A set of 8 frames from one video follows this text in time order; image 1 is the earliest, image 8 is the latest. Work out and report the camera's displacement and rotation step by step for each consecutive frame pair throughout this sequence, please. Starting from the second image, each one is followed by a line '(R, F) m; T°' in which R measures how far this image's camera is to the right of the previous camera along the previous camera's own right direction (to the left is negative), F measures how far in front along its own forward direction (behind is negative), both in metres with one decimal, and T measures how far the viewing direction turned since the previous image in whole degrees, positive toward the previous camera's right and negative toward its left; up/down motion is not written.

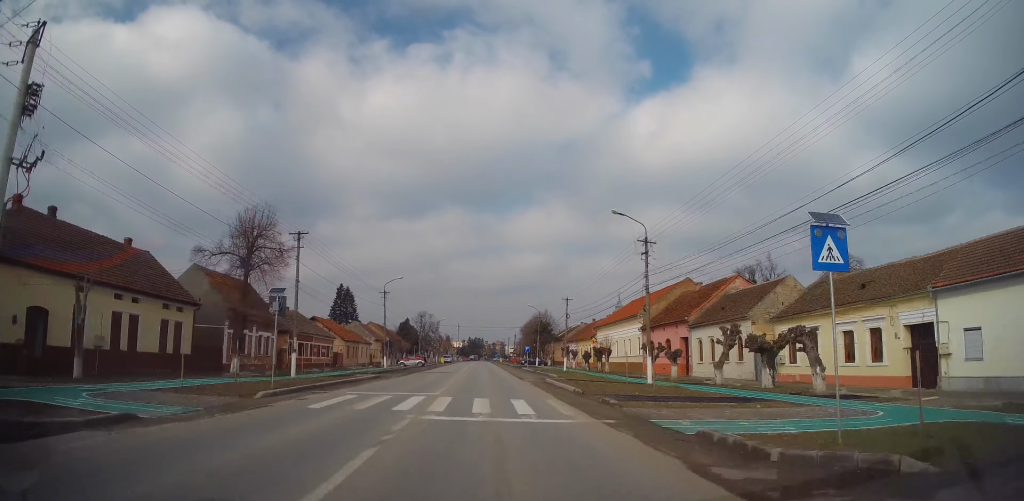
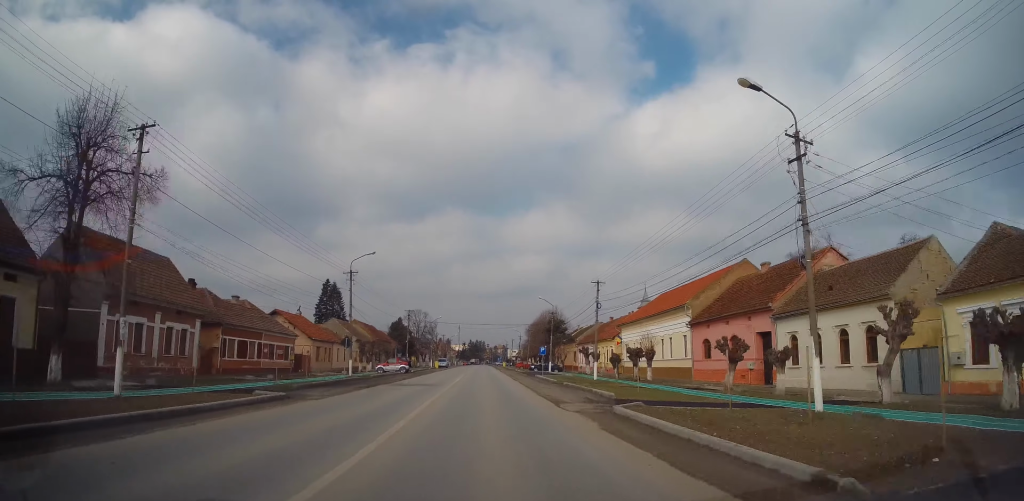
(-0.5, +15.5) m; -2°
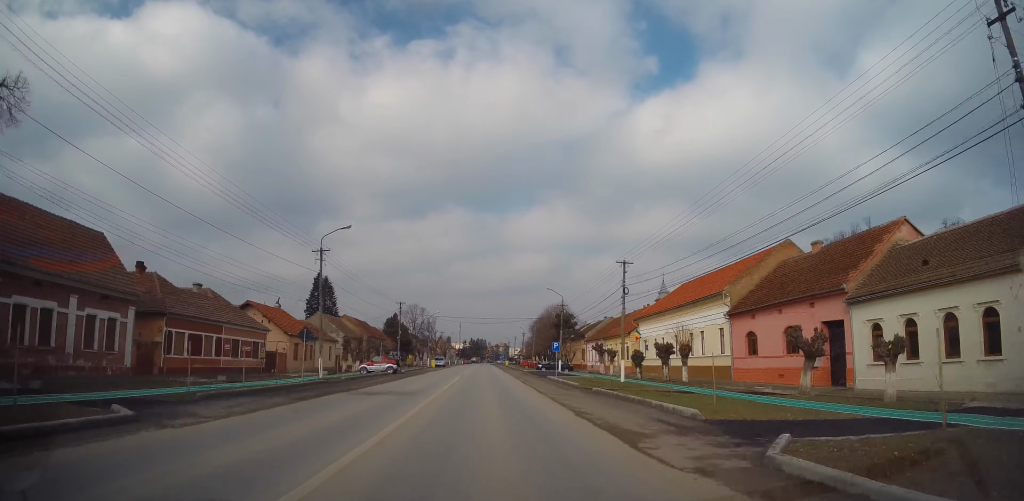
(0.0, +8.0) m; 0°
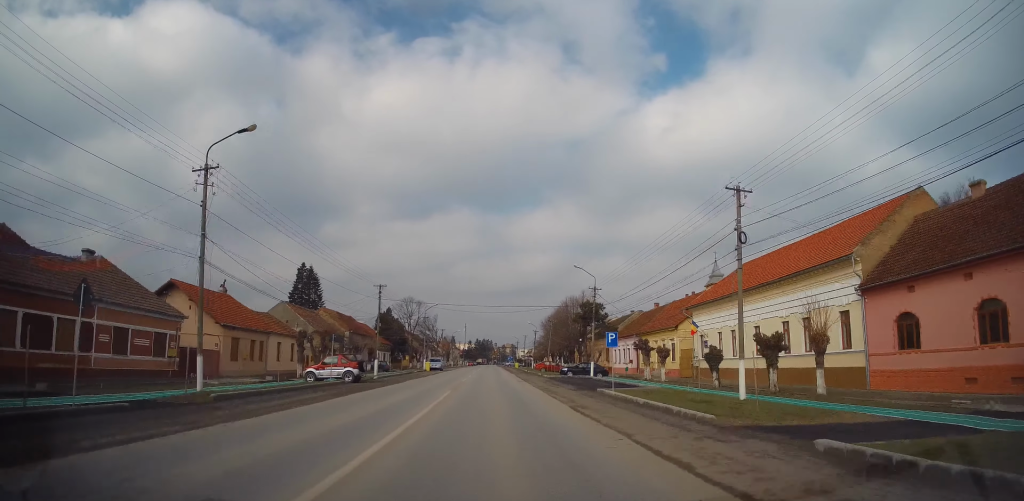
(-0.2, +15.3) m; -1°
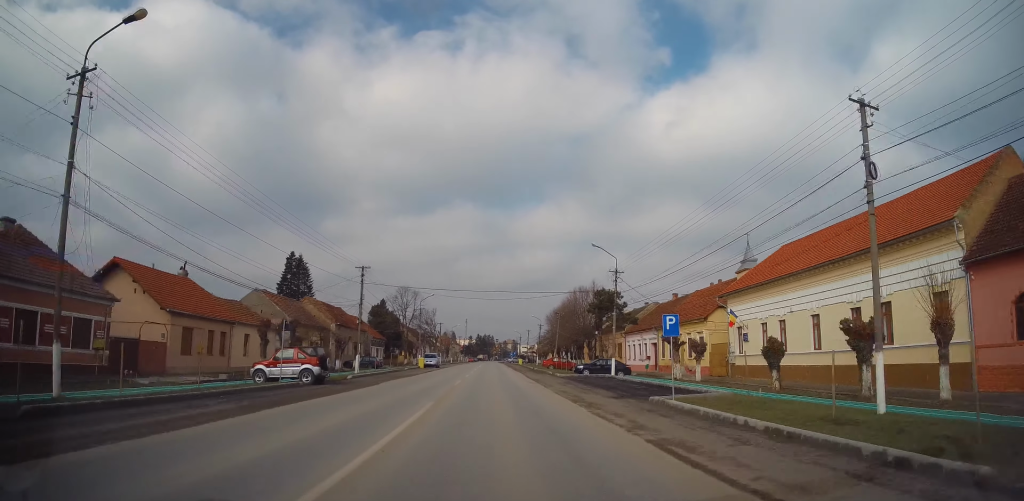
(-0.2, +7.0) m; 0°
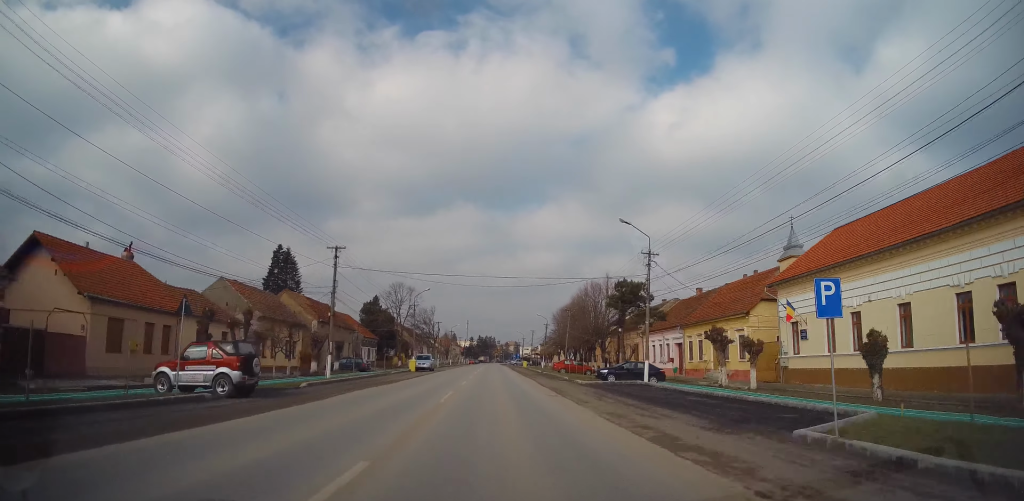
(+0.2, +7.7) m; 0°
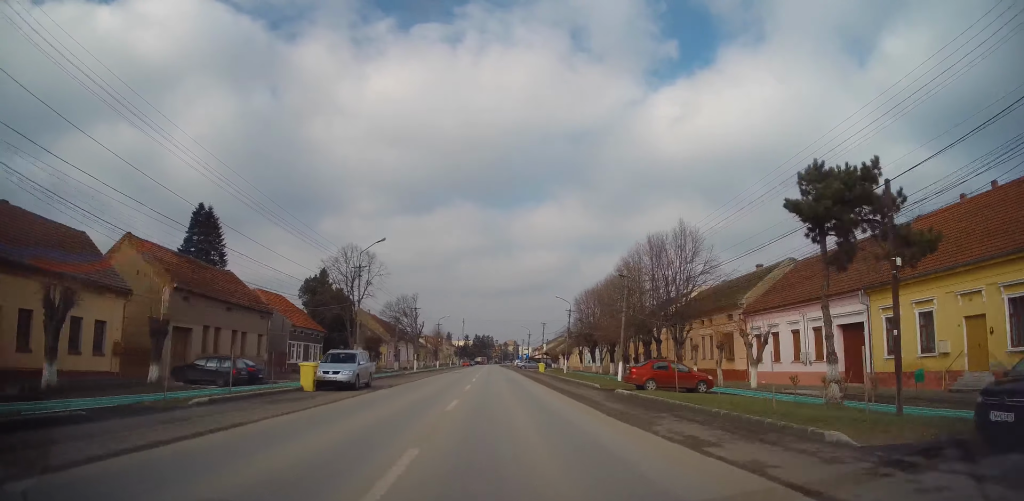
(+0.2, +29.2) m; +2°
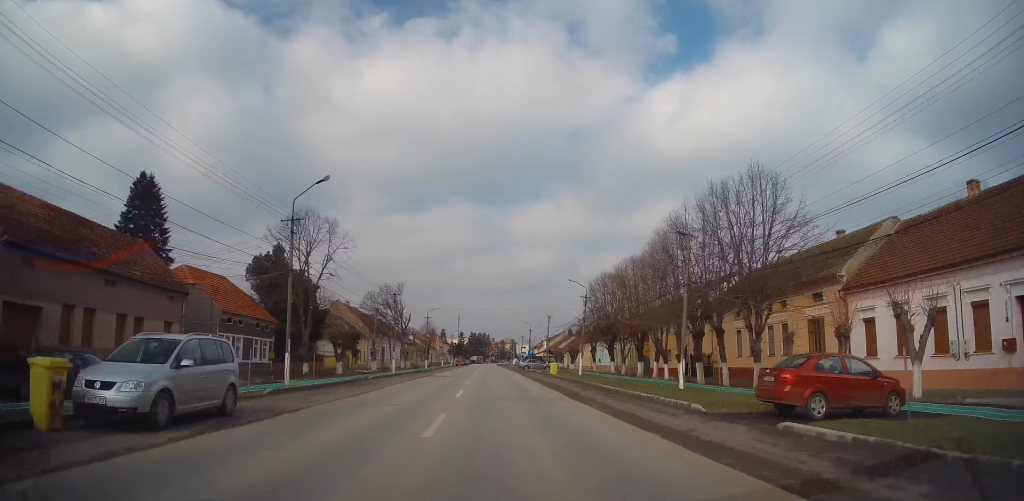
(+0.1, +13.4) m; 0°
